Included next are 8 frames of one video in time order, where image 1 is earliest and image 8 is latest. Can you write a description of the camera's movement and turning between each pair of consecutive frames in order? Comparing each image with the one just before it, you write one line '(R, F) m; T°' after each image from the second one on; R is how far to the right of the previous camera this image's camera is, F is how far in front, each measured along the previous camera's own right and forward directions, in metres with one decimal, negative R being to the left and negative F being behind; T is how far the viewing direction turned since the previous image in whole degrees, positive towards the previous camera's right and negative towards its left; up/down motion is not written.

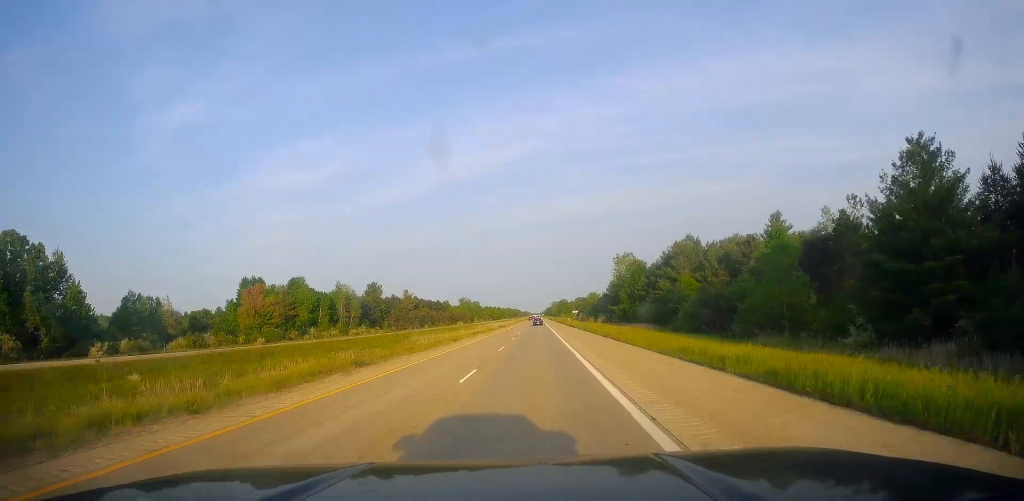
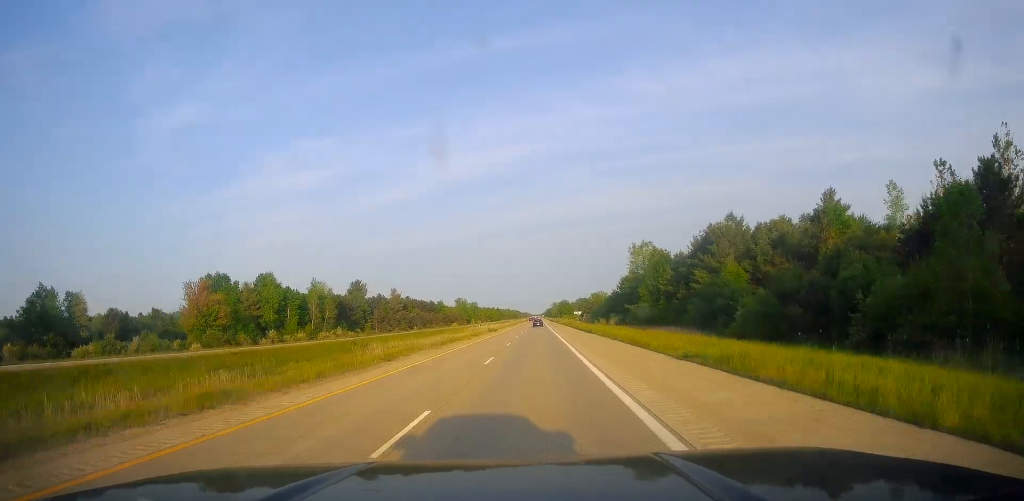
(+0.2, +23.9) m; 0°
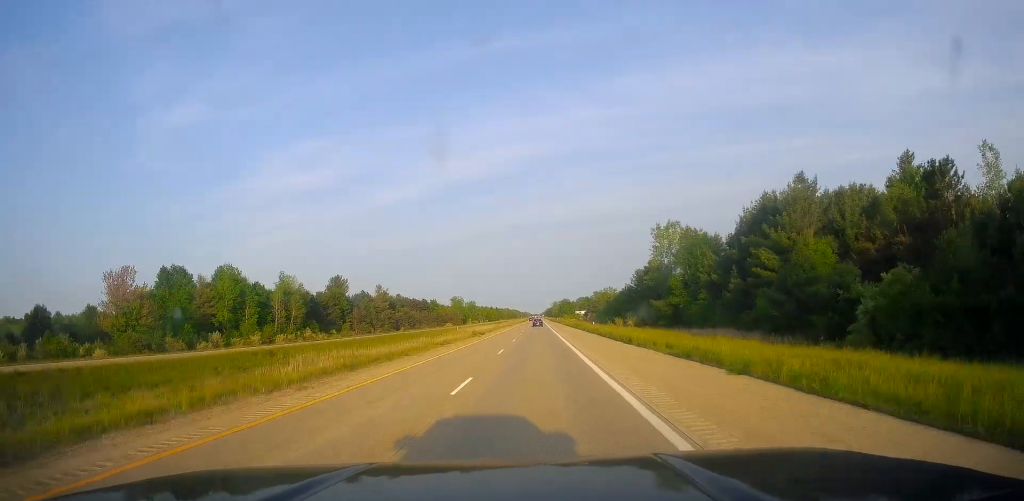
(-0.2, +23.8) m; 0°
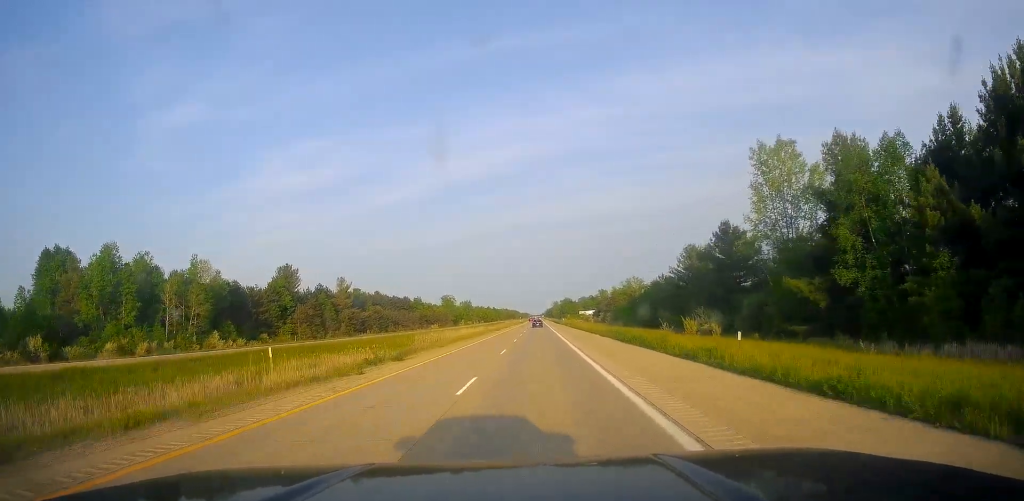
(-0.2, +45.5) m; 0°
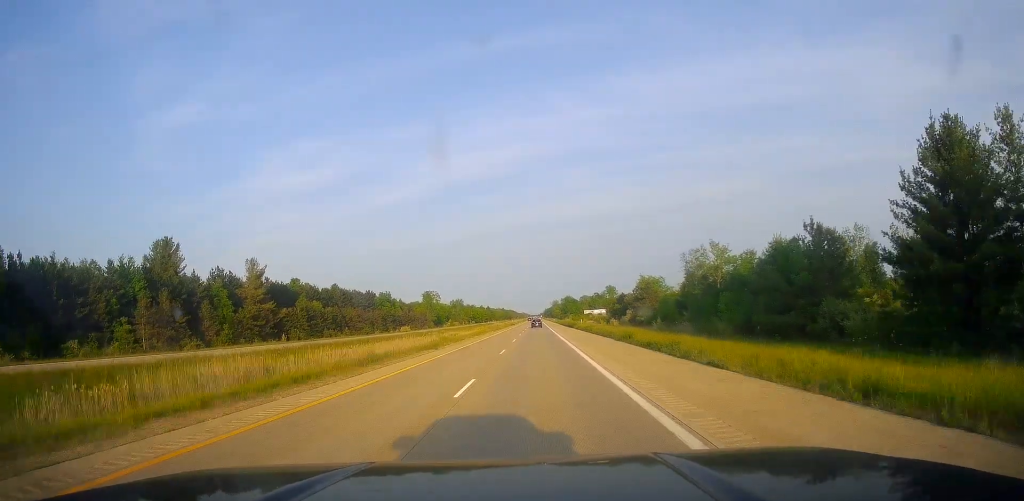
(+0.1, +61.3) m; +1°
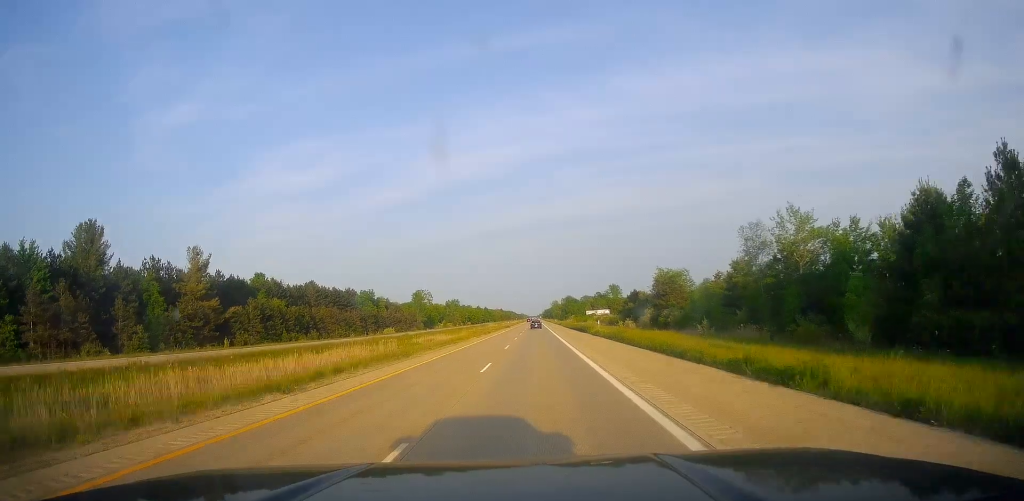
(-0.1, +24.0) m; +1°
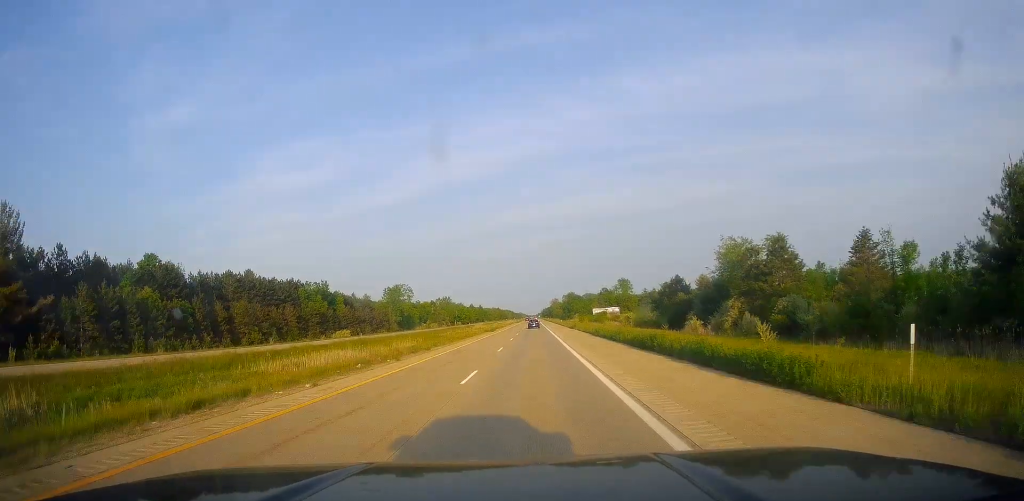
(+0.2, +49.0) m; -1°
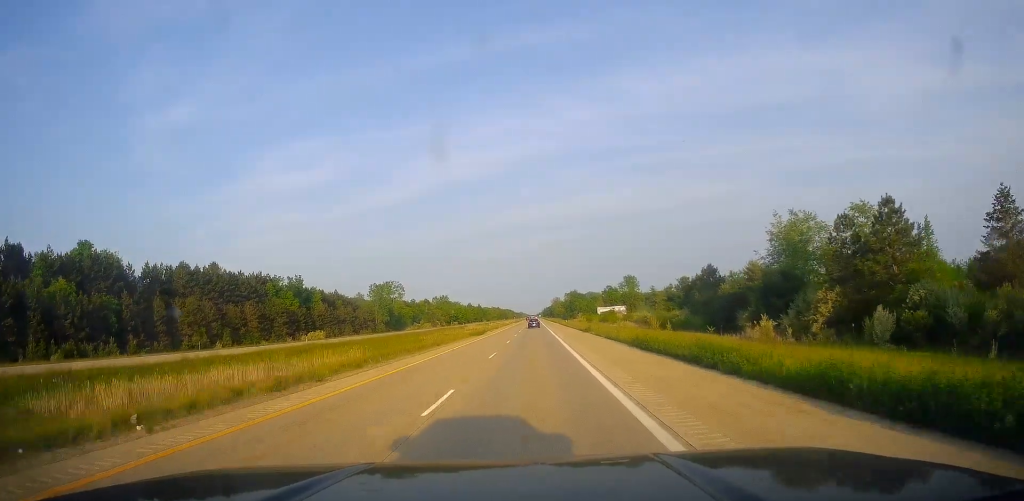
(-0.5, +20.4) m; 0°
